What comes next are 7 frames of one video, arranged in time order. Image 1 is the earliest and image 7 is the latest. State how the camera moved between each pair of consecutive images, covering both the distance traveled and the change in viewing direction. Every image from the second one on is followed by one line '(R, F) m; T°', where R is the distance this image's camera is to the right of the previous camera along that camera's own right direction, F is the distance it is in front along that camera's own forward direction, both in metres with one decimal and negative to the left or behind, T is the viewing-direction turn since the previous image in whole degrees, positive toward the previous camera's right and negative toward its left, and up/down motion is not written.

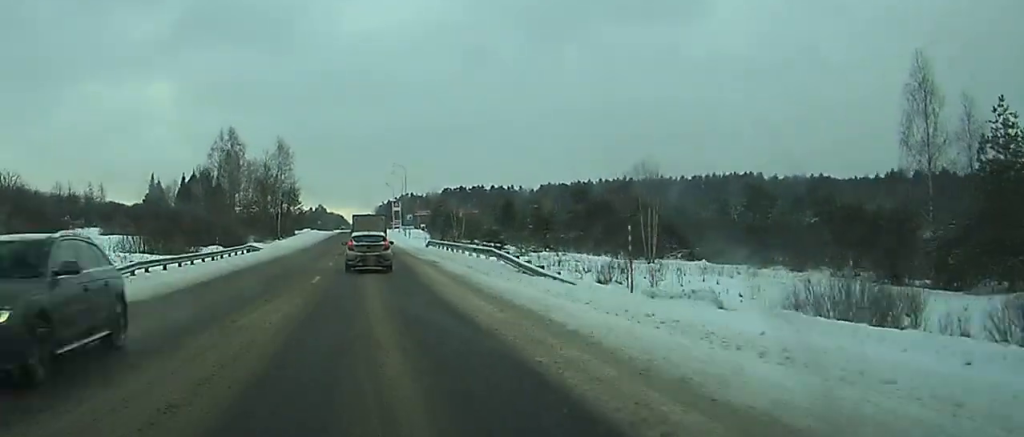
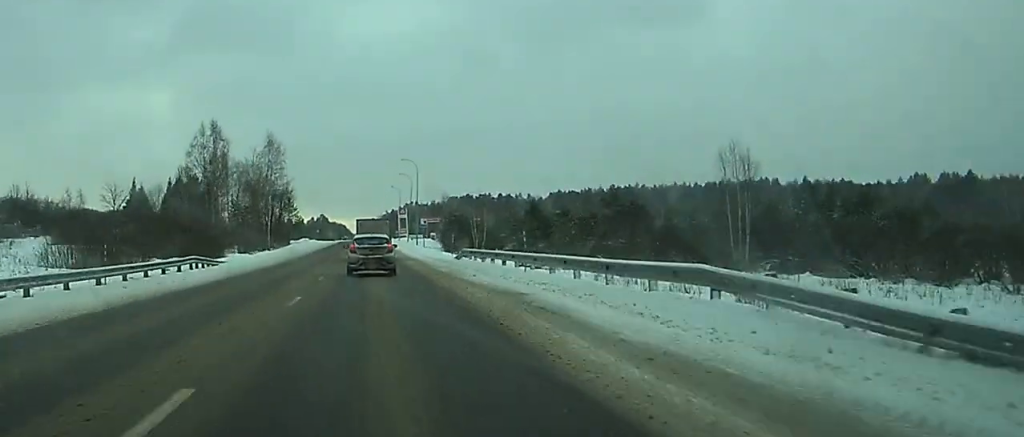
(0.0, +21.5) m; 0°
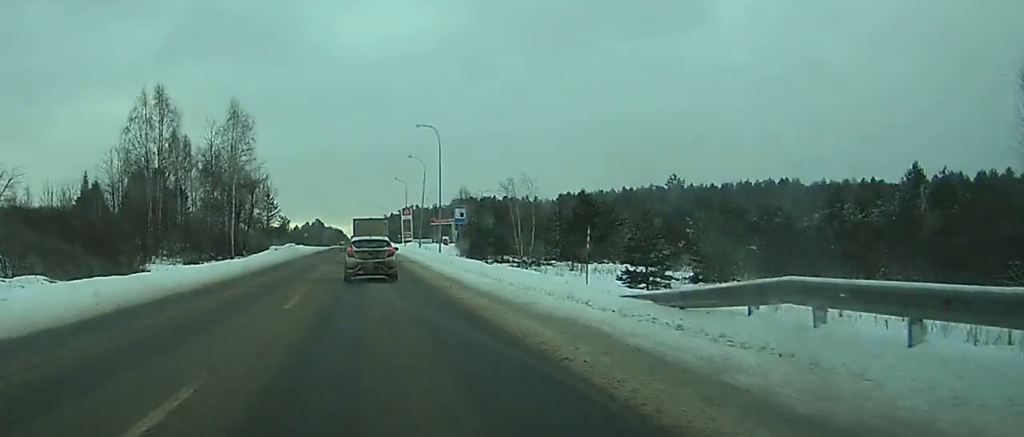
(-0.1, +35.3) m; 0°
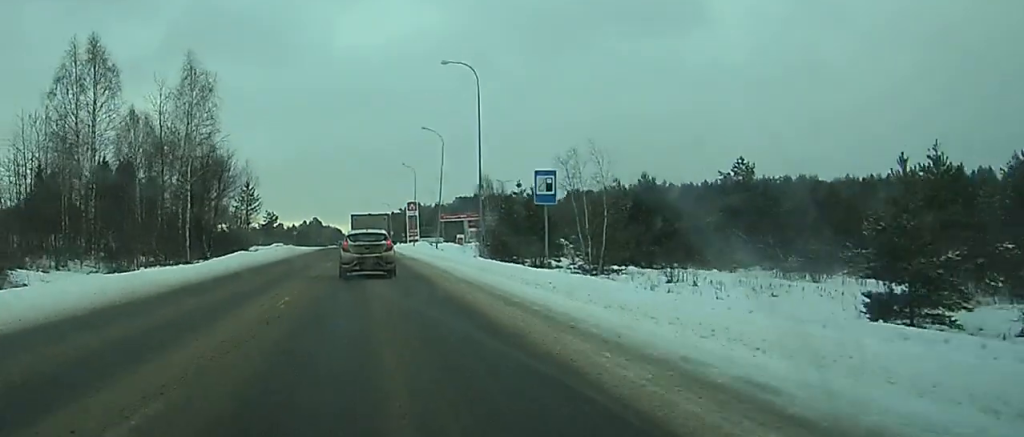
(0.0, +25.6) m; 0°
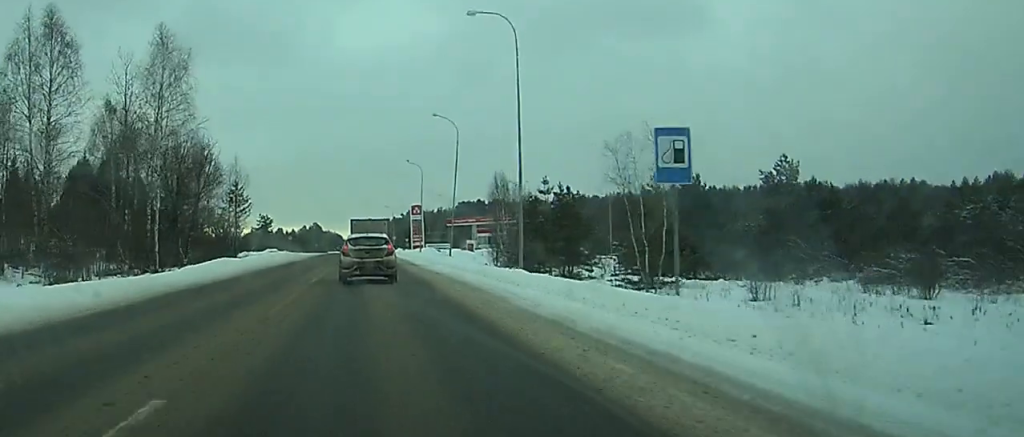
(0.0, +11.8) m; 0°
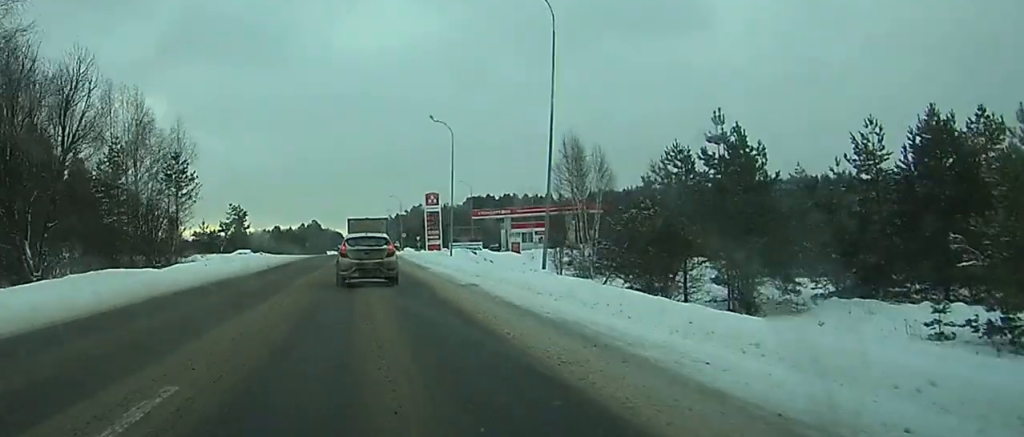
(+0.1, +35.7) m; 0°
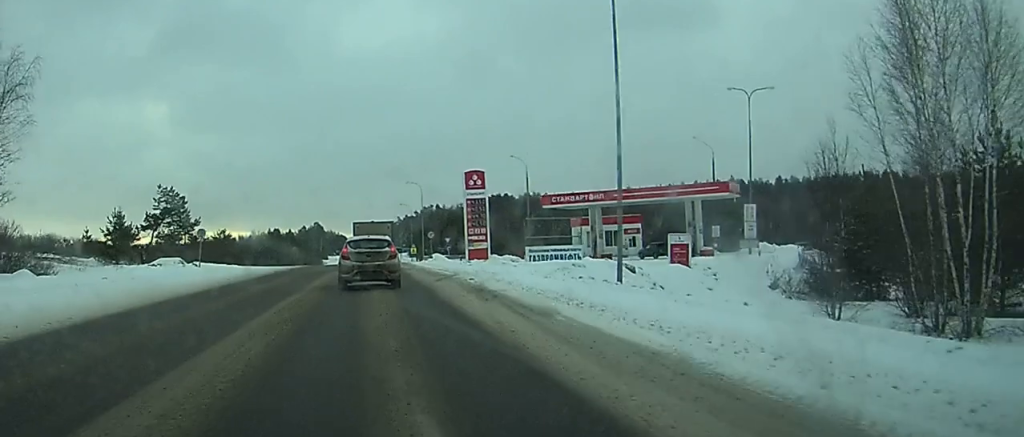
(-0.3, +44.3) m; -1°
